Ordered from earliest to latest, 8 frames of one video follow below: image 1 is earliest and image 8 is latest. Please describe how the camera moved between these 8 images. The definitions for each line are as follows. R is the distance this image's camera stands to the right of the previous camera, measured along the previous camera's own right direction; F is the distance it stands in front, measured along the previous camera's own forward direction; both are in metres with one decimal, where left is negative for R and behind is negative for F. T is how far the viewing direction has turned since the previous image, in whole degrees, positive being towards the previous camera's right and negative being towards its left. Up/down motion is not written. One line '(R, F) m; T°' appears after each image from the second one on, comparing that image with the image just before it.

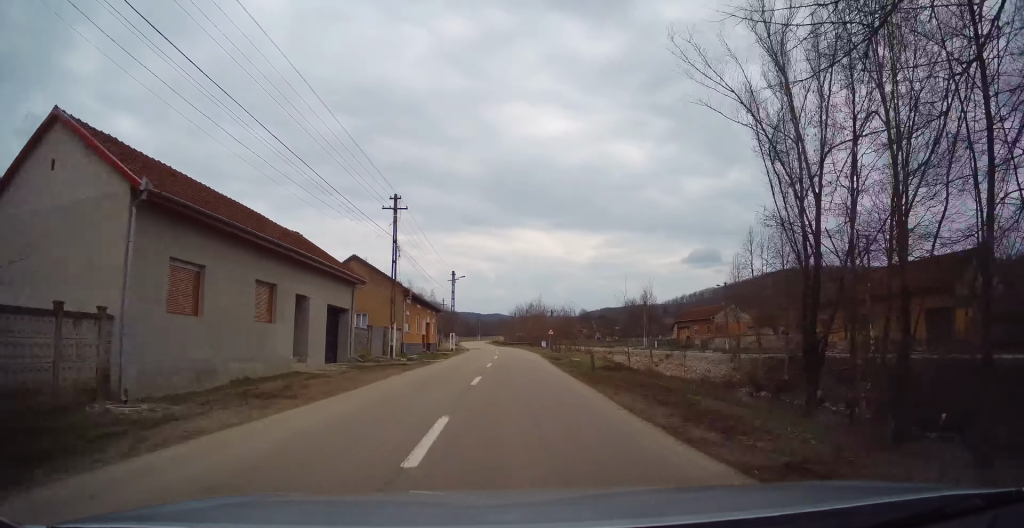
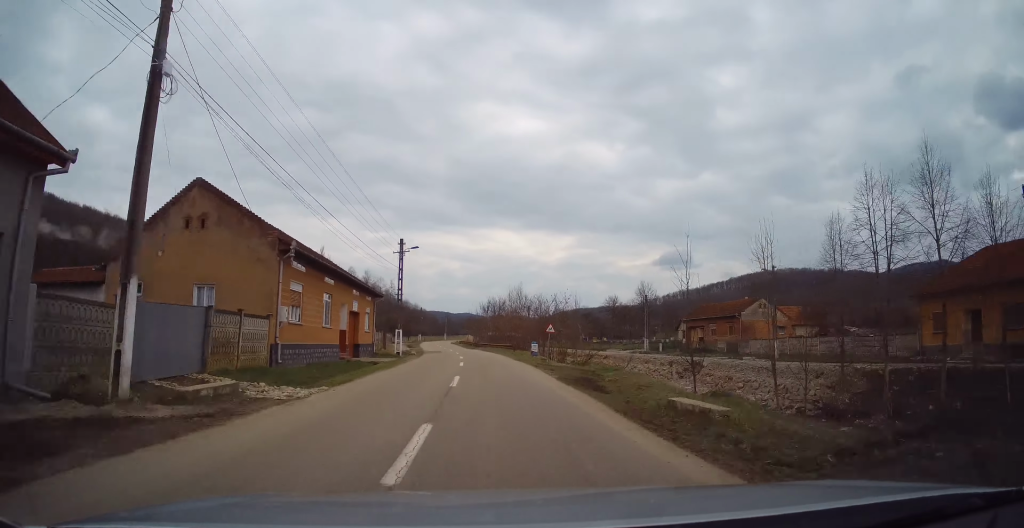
(+0.5, +19.0) m; +2°
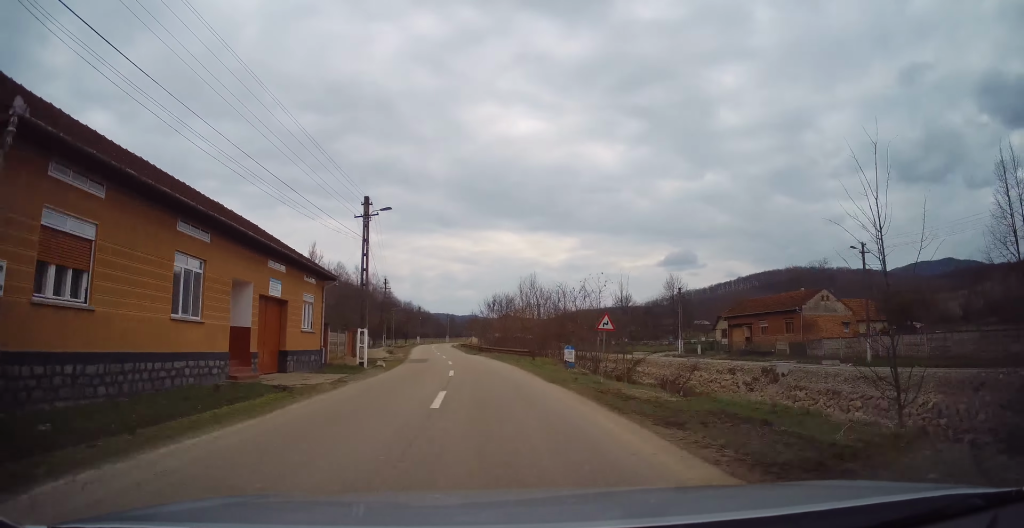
(+0.1, +13.2) m; 0°
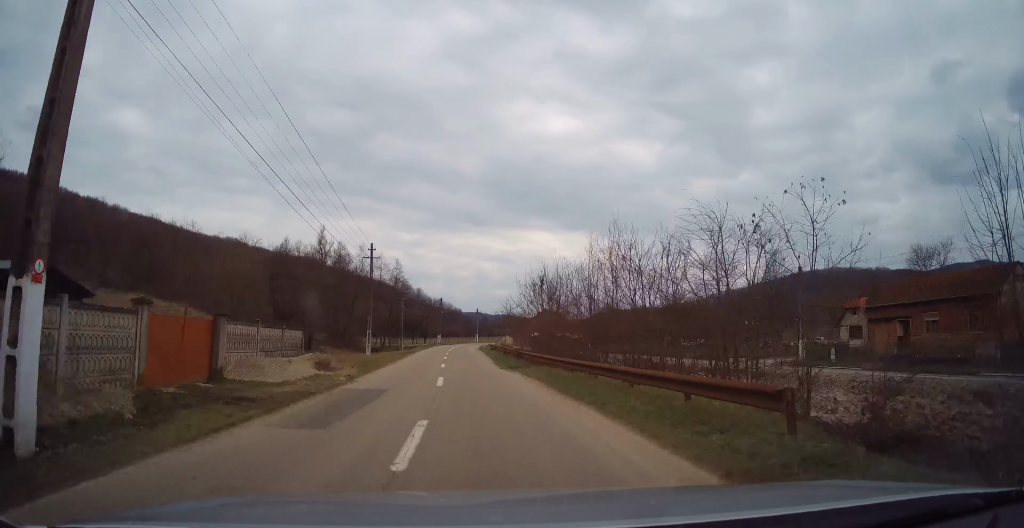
(-0.5, +22.7) m; -2°
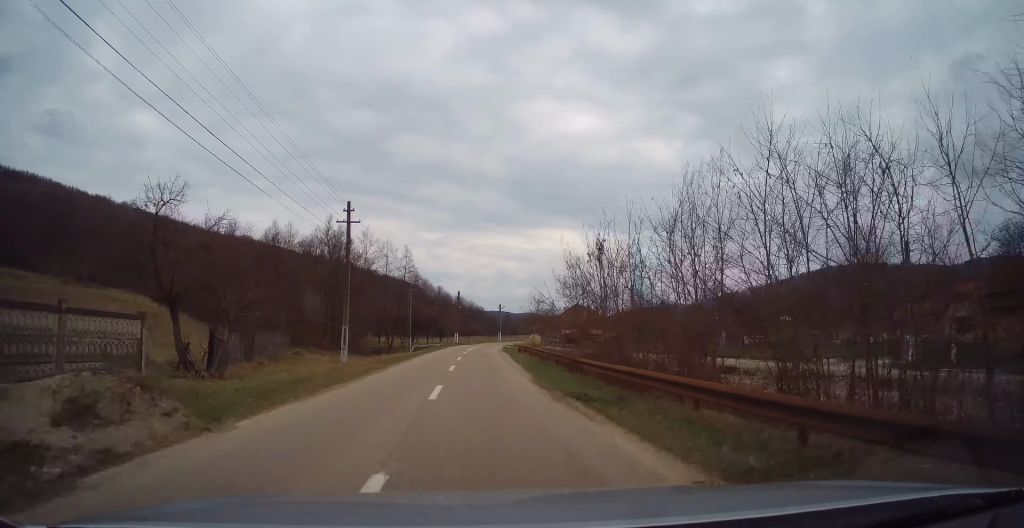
(-0.2, +12.3) m; -1°
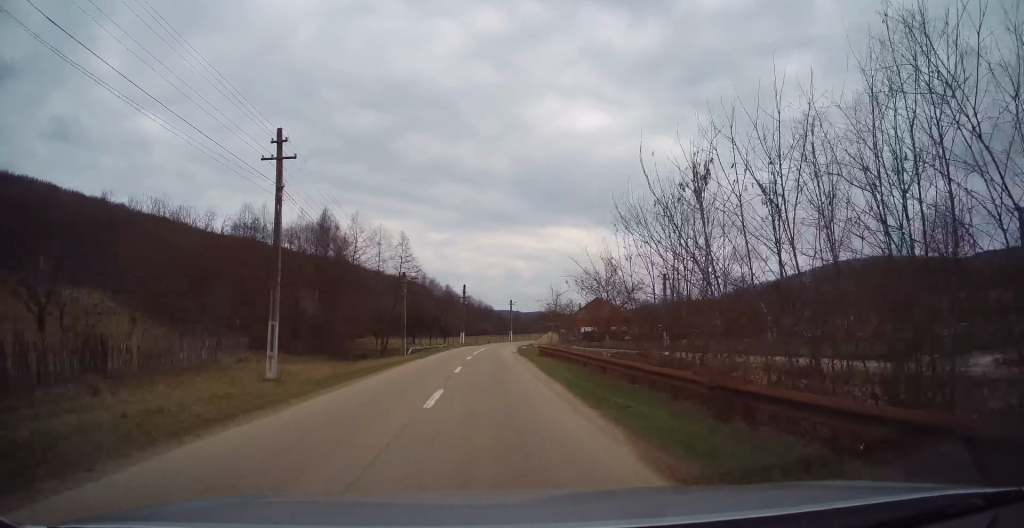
(0.0, +10.5) m; -1°
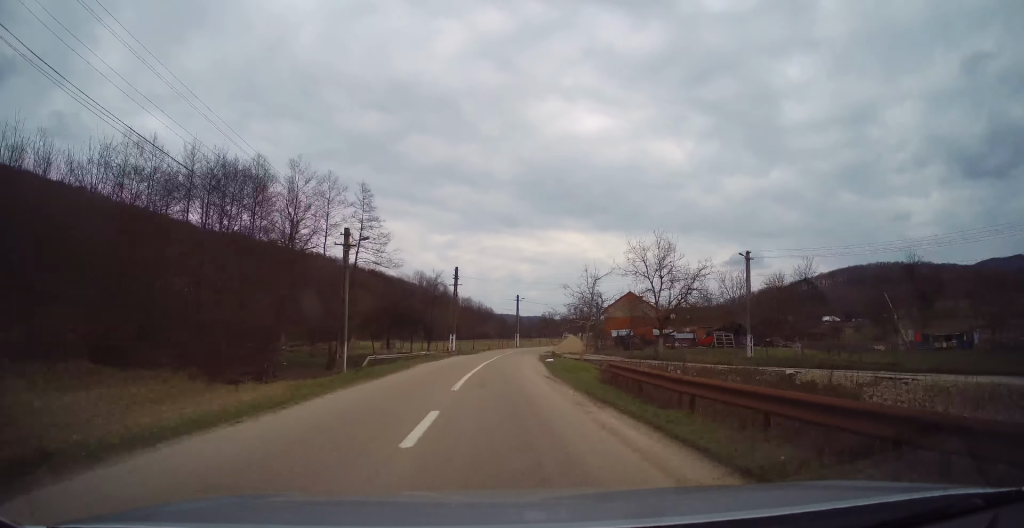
(-0.5, +20.7) m; -1°
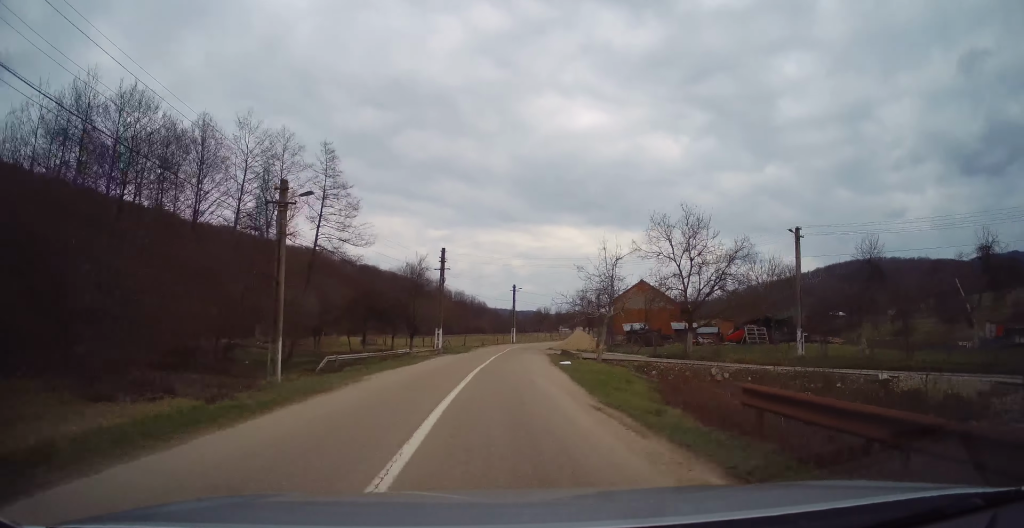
(0.0, +8.2) m; +1°
